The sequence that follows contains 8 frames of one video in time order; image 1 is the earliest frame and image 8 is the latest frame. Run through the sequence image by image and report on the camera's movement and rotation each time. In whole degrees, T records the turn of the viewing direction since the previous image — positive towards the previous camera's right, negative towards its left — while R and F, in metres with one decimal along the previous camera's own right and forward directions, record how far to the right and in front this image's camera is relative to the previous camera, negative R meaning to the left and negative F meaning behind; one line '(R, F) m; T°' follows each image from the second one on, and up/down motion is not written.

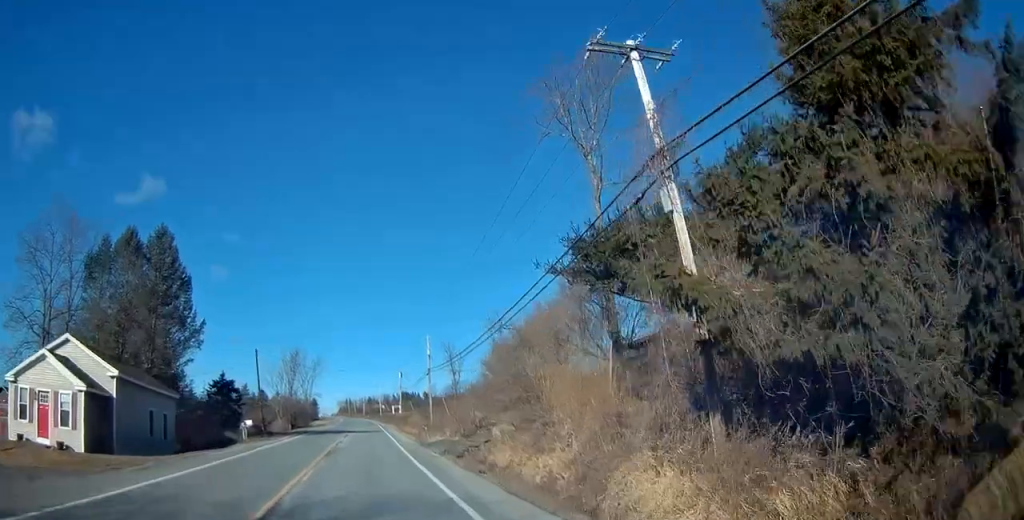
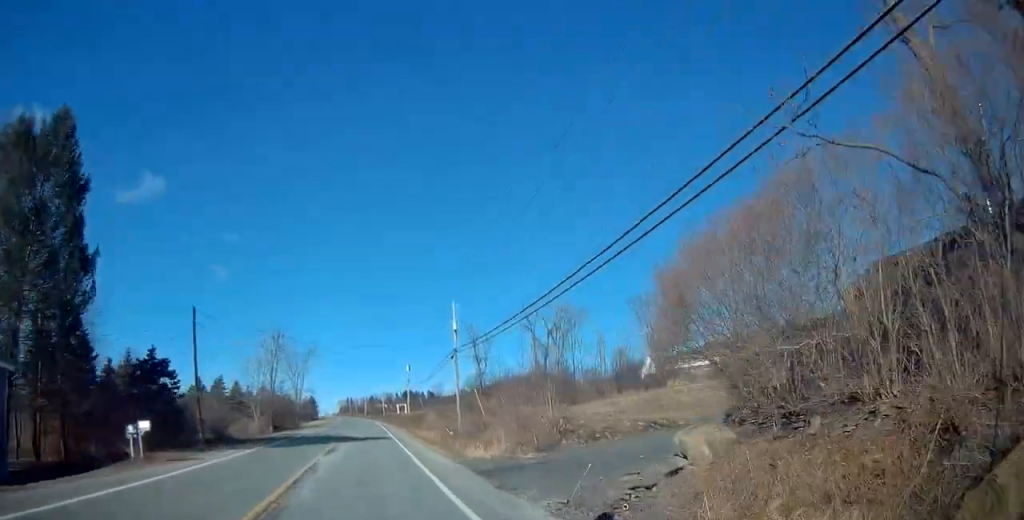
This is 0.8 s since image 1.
(+0.1, +19.0) m; 0°
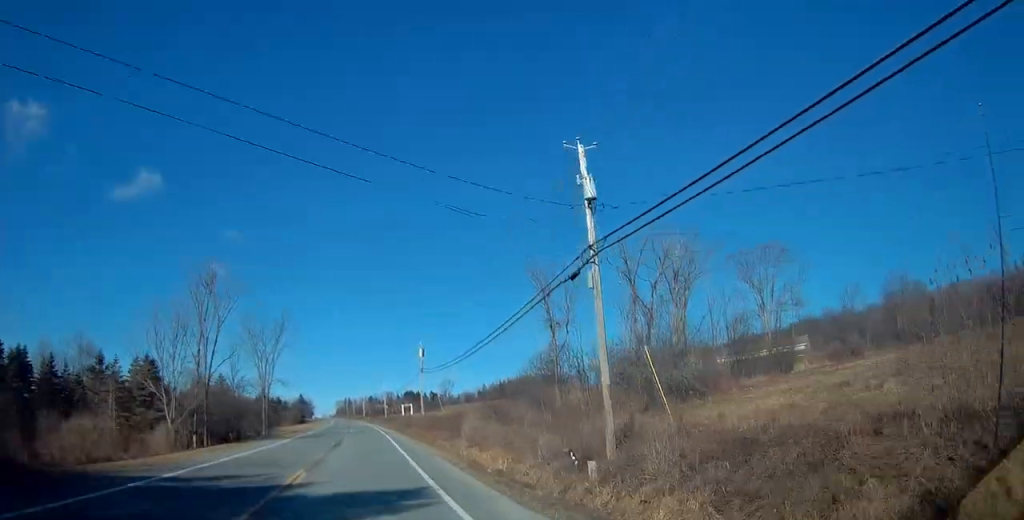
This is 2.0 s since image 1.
(+0.1, +29.7) m; 0°
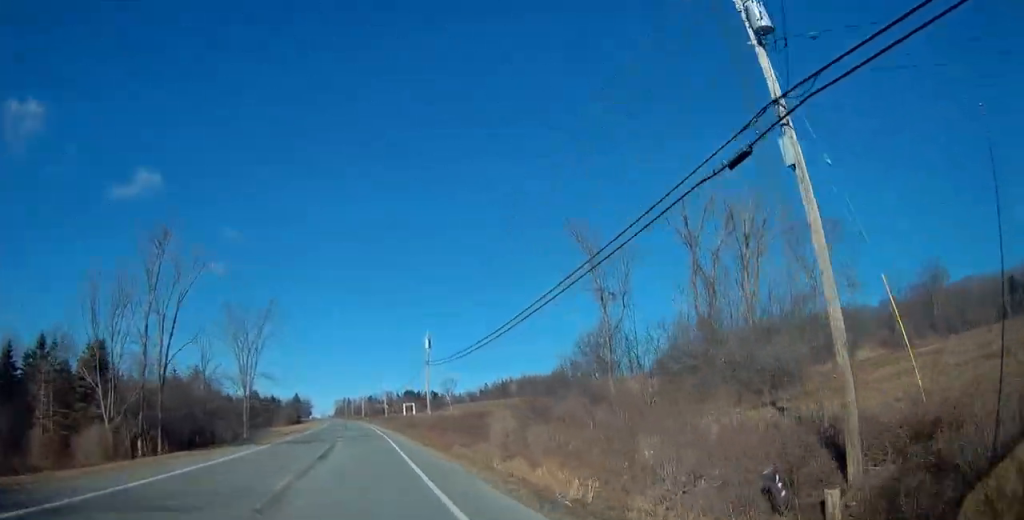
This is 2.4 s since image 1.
(-0.1, +9.9) m; 0°
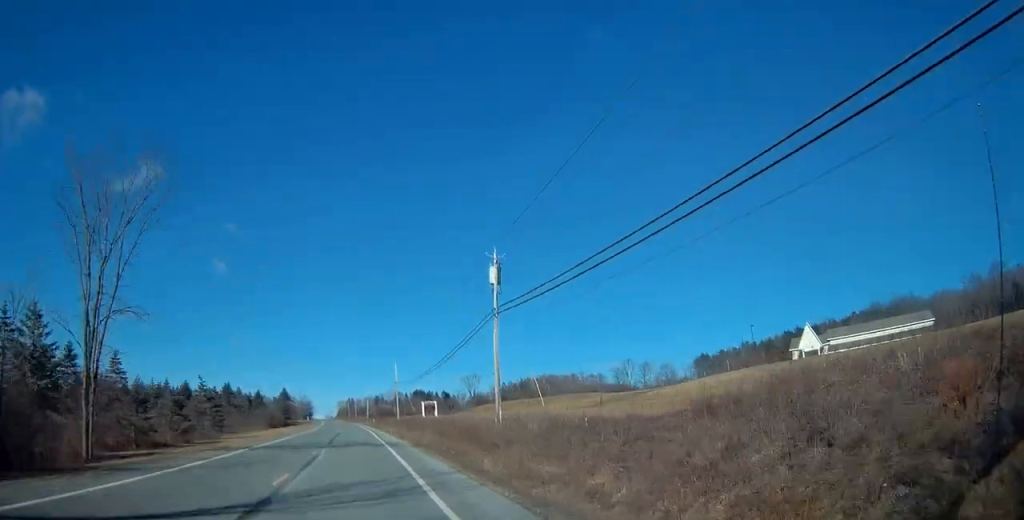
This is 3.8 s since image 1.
(+0.1, +35.3) m; 0°
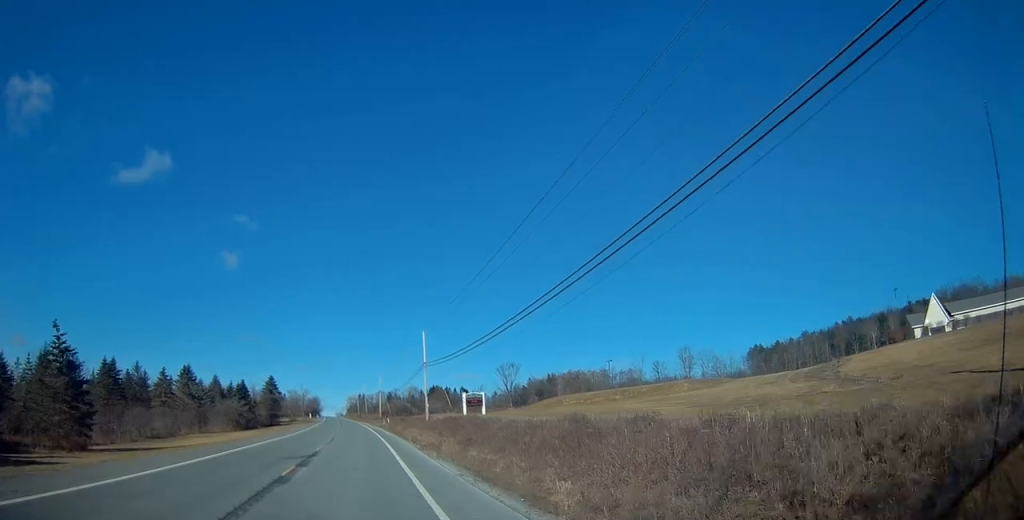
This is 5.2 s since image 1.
(-0.3, +33.3) m; 0°
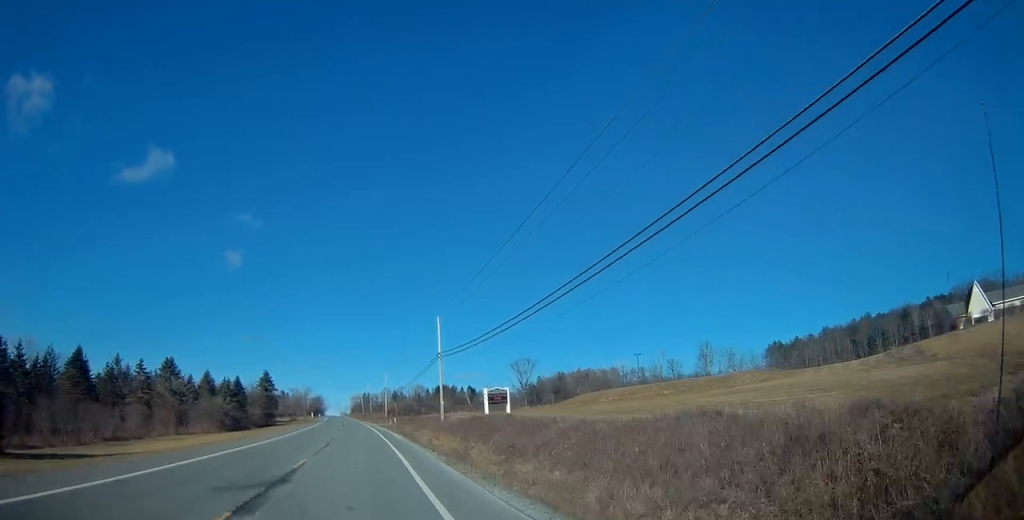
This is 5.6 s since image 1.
(0.0, +9.7) m; 0°
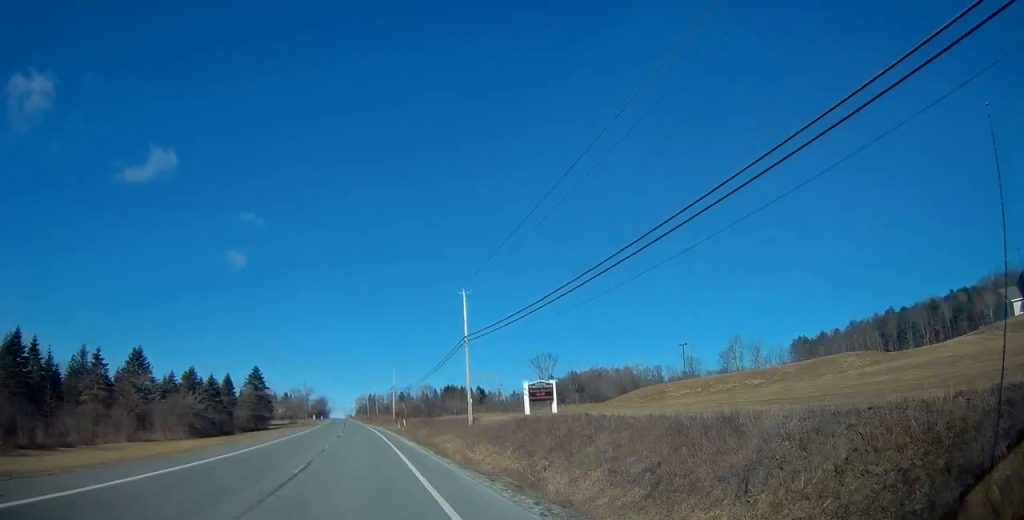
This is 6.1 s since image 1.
(+0.1, +13.0) m; -1°
